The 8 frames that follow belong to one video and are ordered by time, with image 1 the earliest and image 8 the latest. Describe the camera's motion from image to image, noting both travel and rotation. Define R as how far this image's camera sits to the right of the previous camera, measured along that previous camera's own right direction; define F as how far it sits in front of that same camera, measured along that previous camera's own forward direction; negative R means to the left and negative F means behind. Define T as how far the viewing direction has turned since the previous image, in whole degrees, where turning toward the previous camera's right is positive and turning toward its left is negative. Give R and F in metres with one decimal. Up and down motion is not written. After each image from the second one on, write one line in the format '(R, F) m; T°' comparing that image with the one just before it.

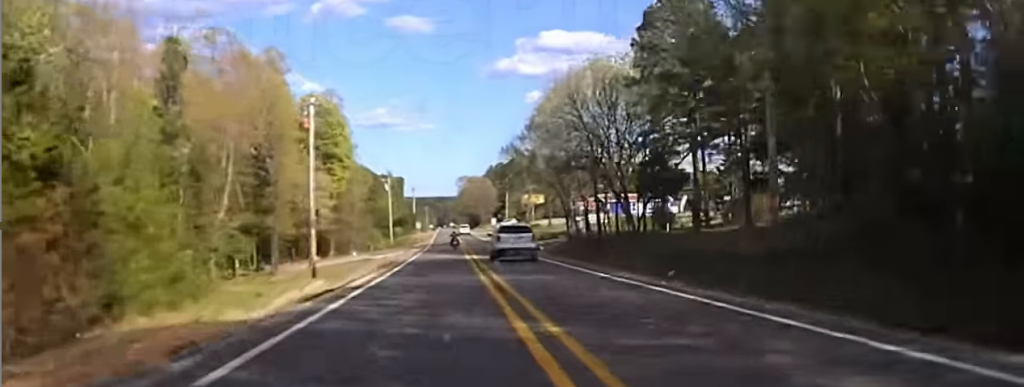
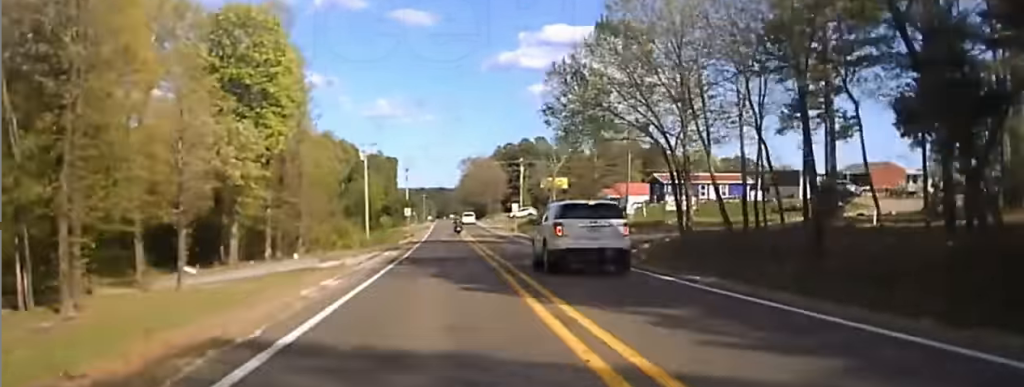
(-0.2, +38.3) m; 0°
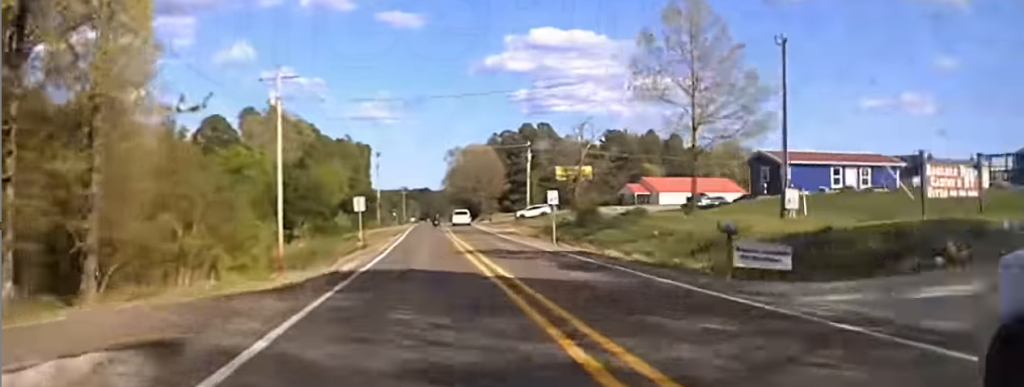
(+0.2, +38.9) m; +1°
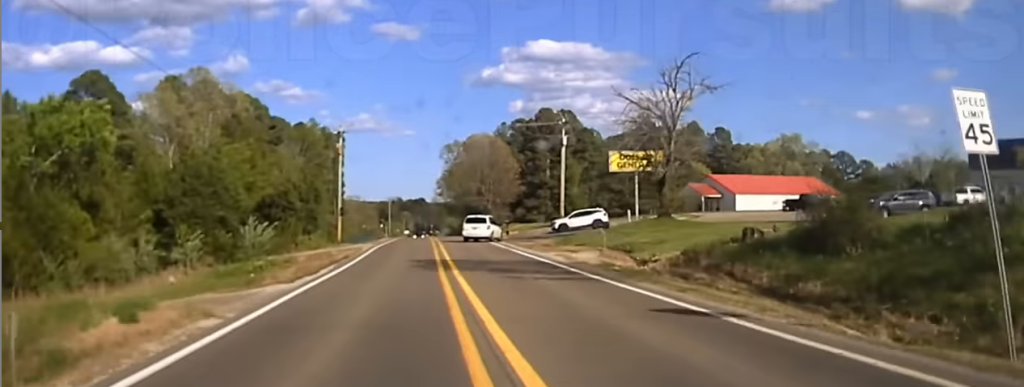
(+0.4, +43.5) m; +1°
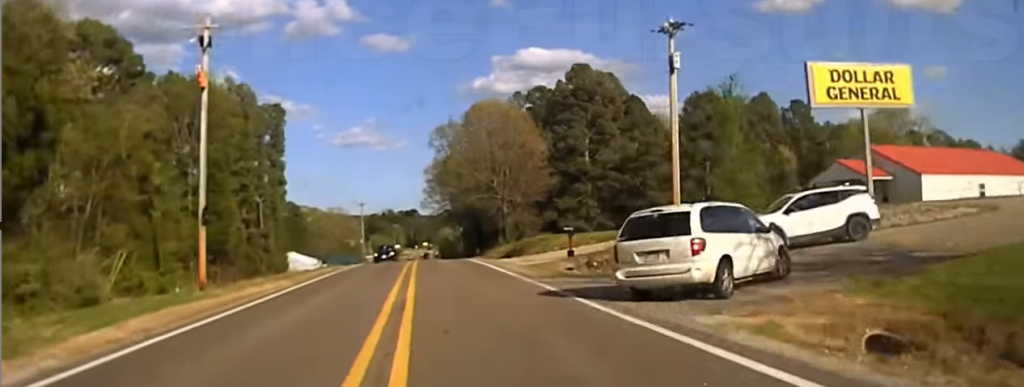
(+0.4, +46.6) m; 0°
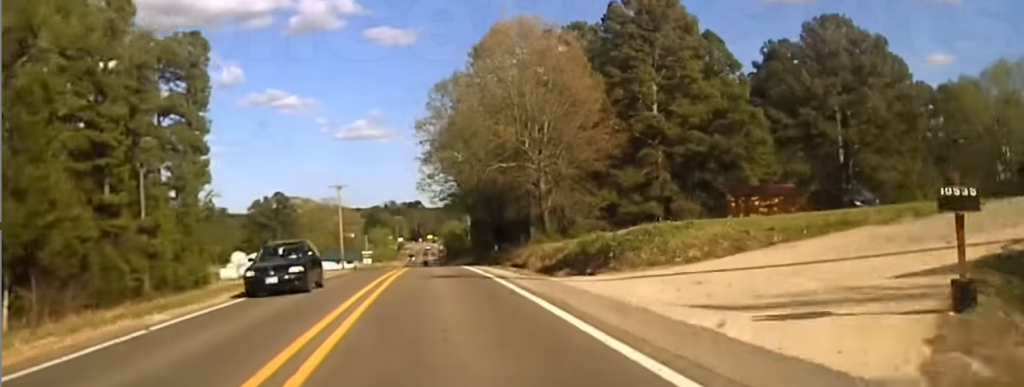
(0.0, +31.0) m; -1°
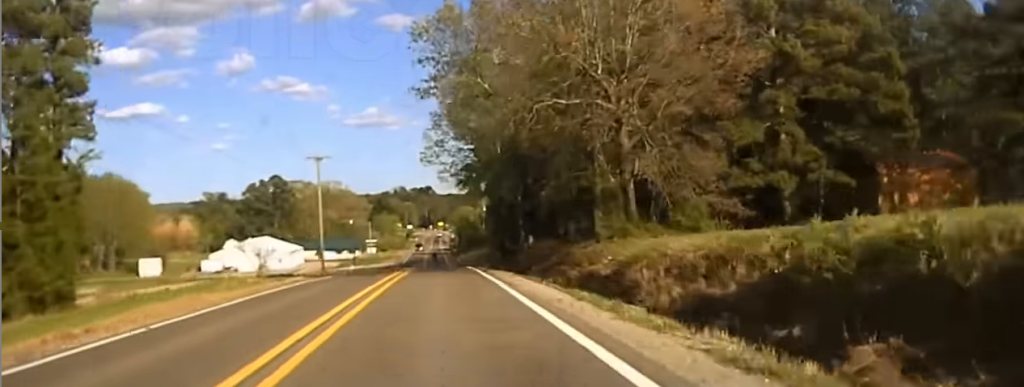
(-0.4, +20.3) m; 0°
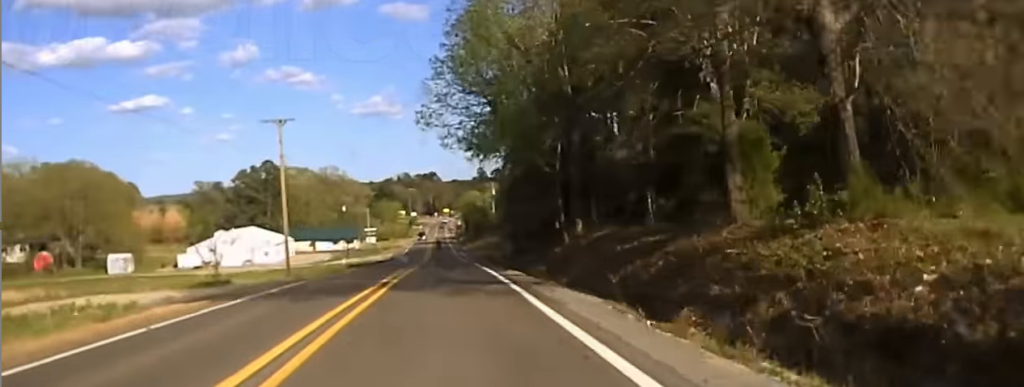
(-0.2, +16.7) m; 0°
